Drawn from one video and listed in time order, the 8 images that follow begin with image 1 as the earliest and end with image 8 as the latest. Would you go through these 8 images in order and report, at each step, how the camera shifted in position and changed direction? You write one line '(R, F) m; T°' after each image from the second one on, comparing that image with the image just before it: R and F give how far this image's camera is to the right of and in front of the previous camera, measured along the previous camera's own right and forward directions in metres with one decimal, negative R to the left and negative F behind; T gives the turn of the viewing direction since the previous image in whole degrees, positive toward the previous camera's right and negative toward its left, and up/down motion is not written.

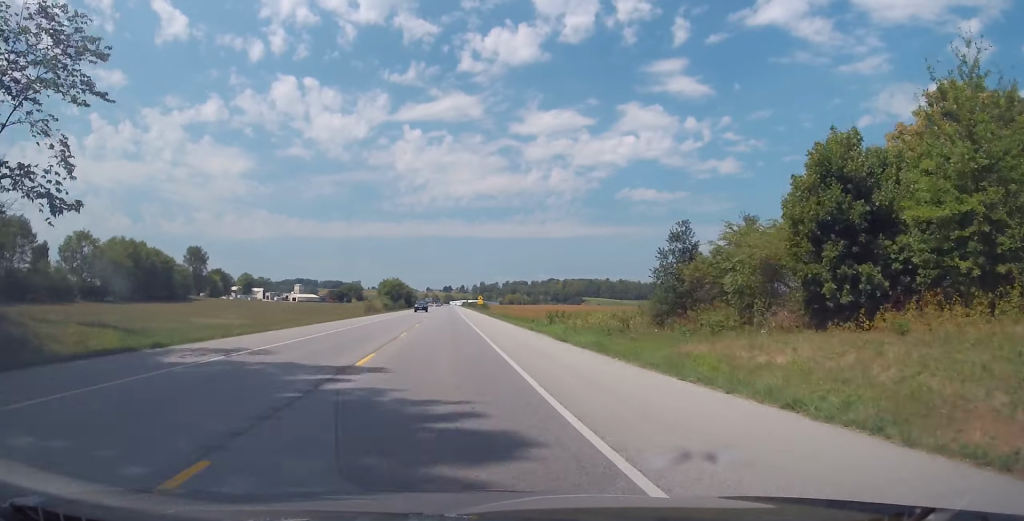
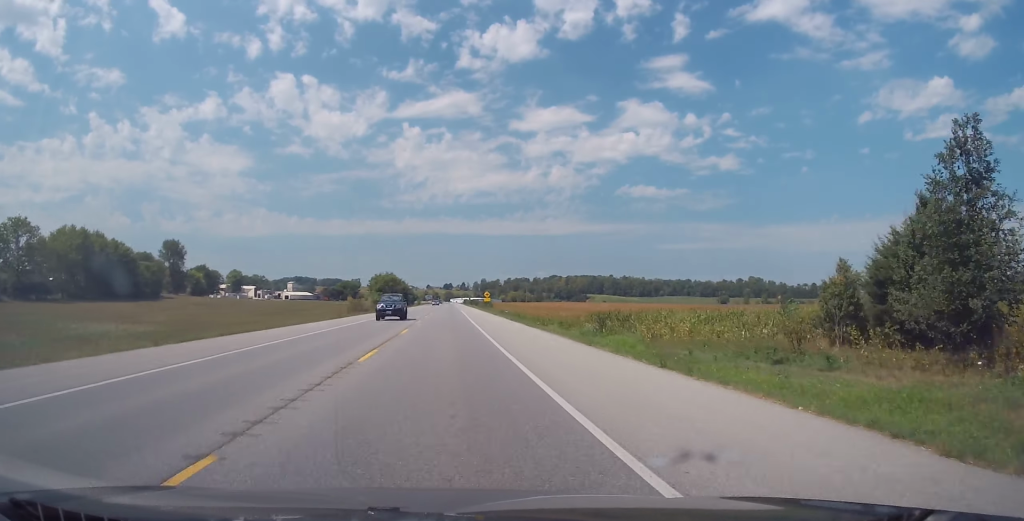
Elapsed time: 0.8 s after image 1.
(0.0, +23.9) m; 0°
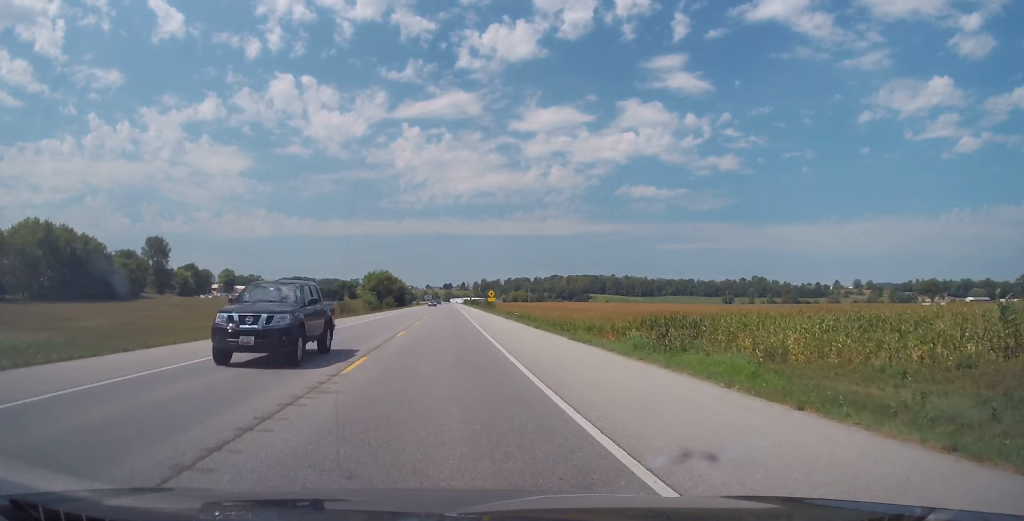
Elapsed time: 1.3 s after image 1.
(0.0, +14.4) m; 0°
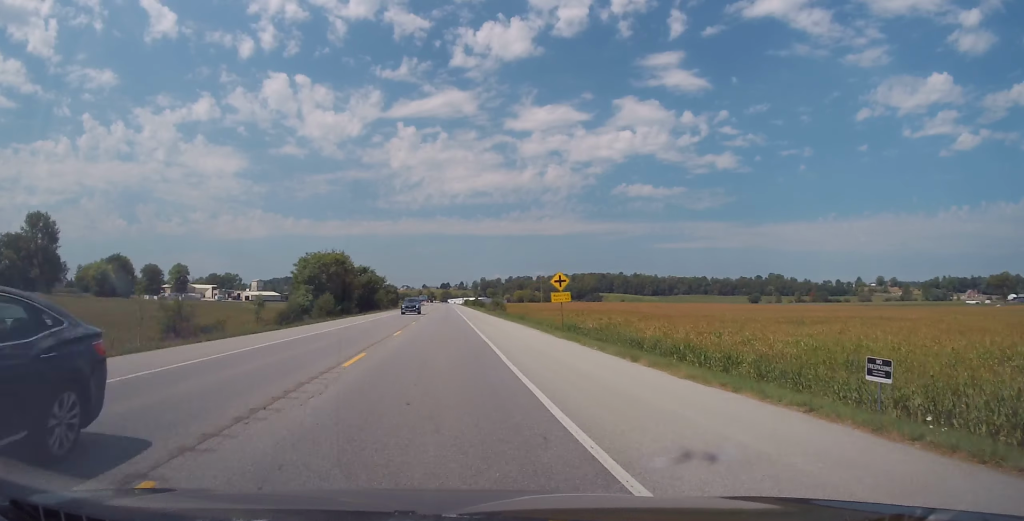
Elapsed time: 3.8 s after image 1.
(+0.9, +71.0) m; +1°
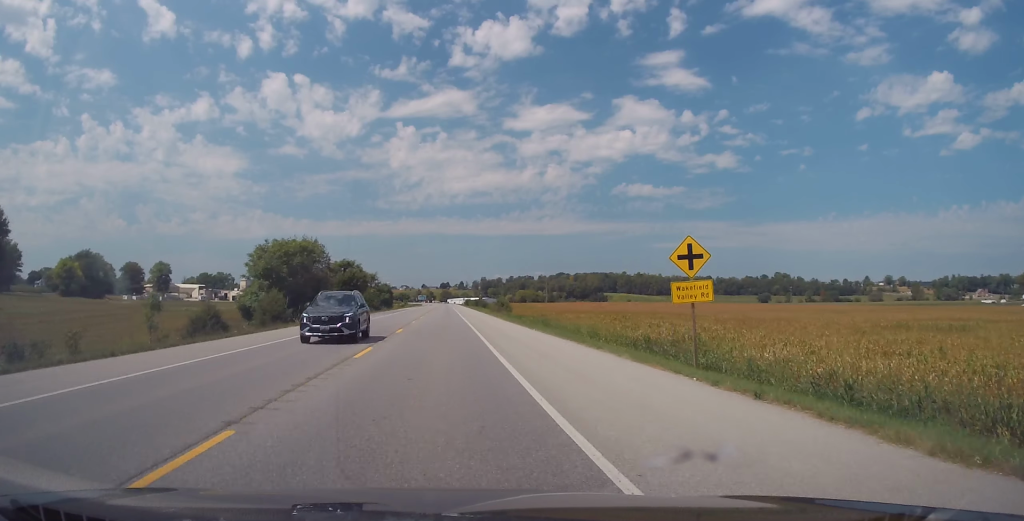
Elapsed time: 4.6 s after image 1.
(-0.2, +22.1) m; -1°
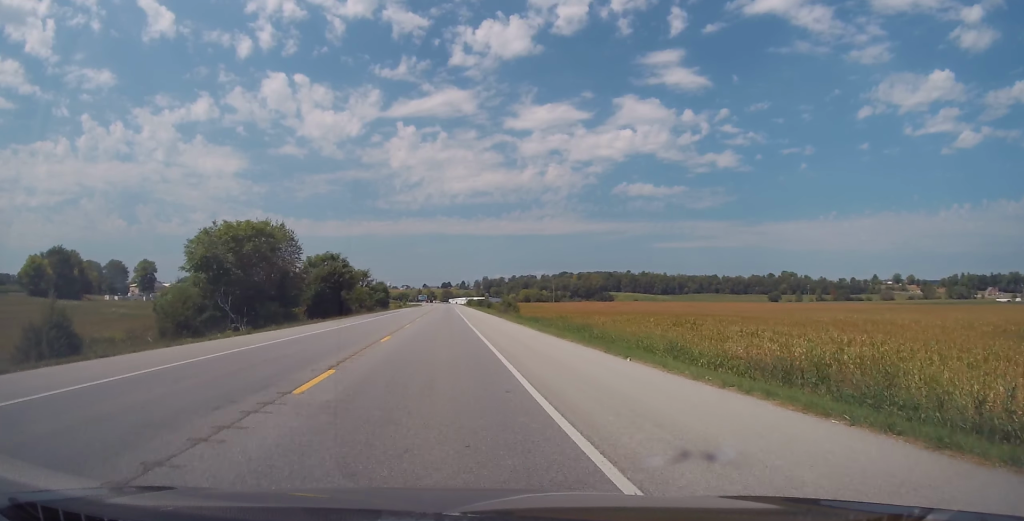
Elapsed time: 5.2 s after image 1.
(-0.1, +18.2) m; 0°
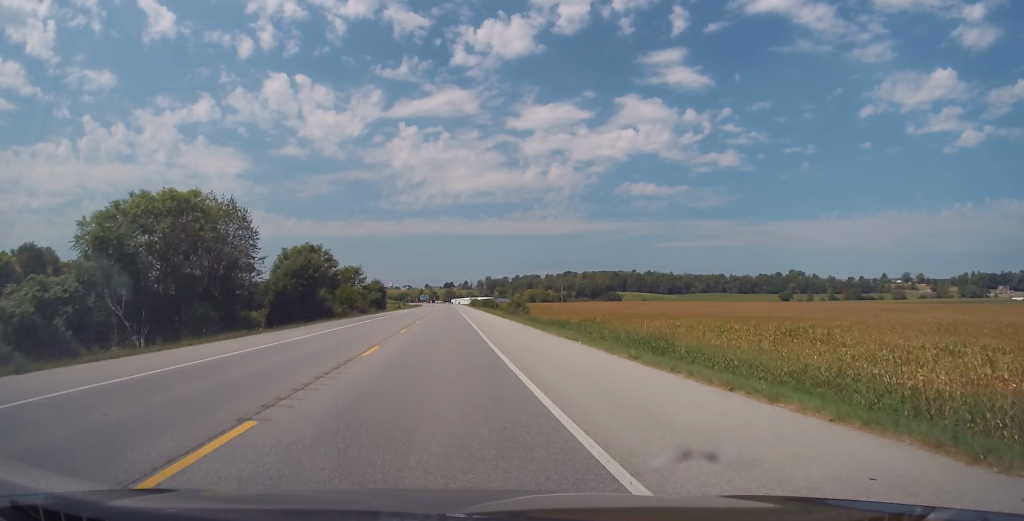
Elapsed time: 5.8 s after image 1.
(0.0, +17.2) m; 0°
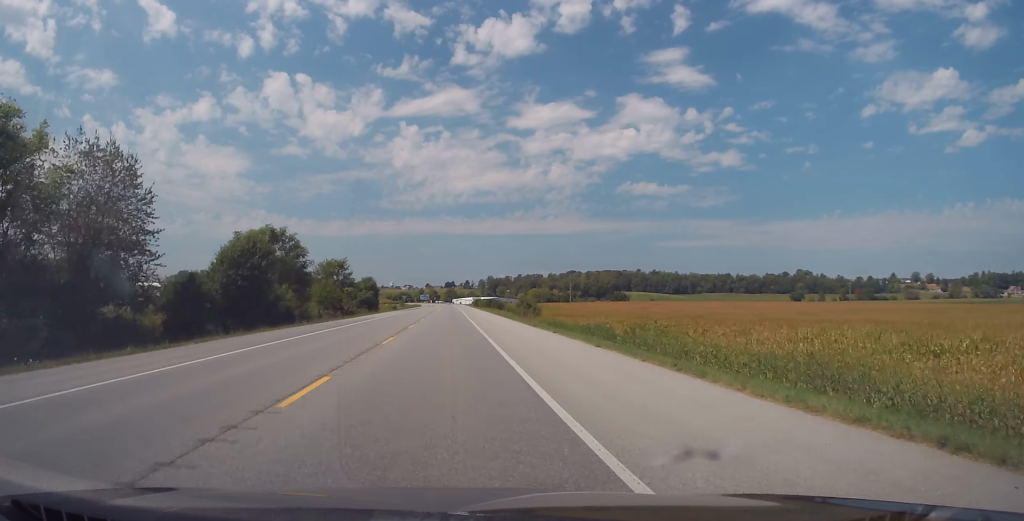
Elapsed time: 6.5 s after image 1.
(0.0, +20.1) m; 0°
